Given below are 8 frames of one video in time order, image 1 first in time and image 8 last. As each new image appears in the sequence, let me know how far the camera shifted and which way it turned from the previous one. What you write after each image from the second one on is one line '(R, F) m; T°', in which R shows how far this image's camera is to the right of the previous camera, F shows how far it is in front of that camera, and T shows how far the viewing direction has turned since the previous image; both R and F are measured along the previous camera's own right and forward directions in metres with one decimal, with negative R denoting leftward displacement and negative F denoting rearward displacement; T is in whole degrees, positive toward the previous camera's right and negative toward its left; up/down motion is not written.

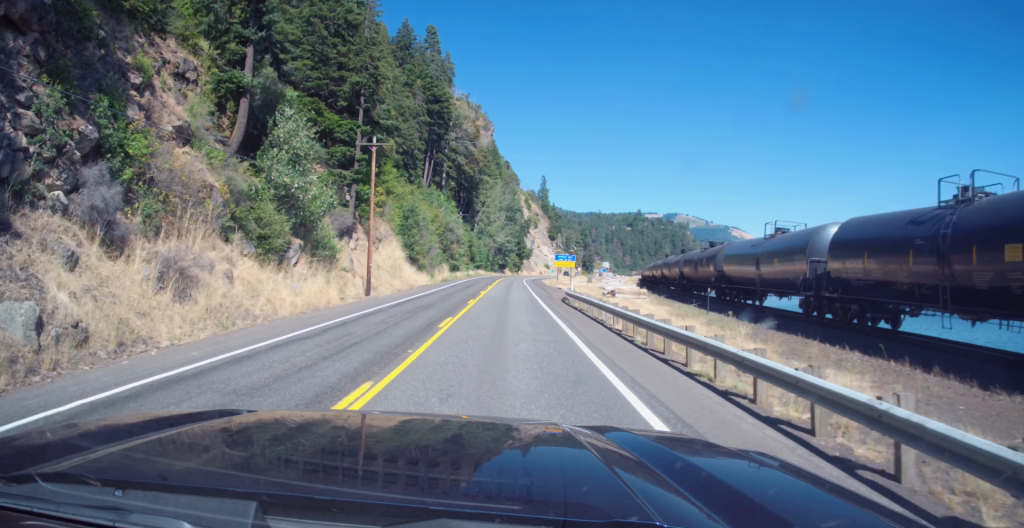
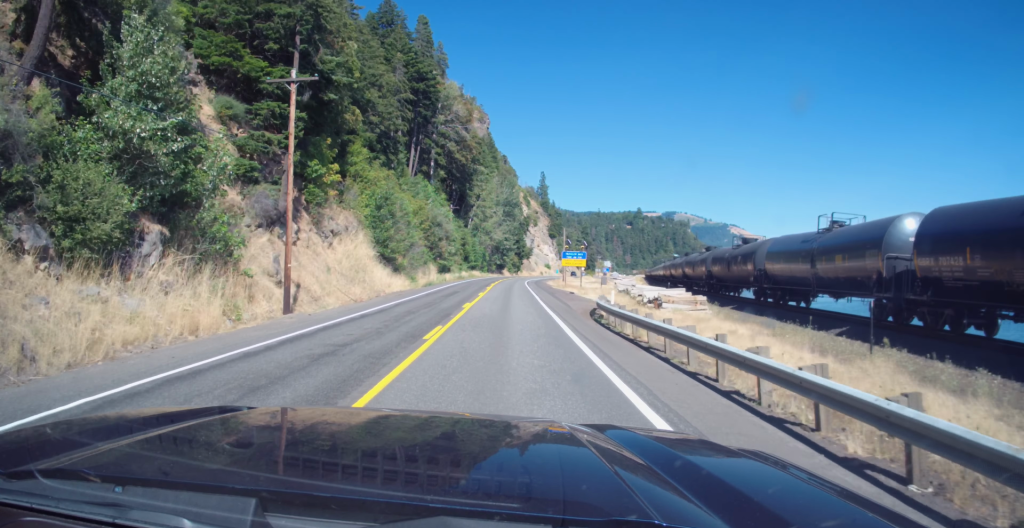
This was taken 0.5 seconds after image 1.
(-0.3, +15.3) m; 0°
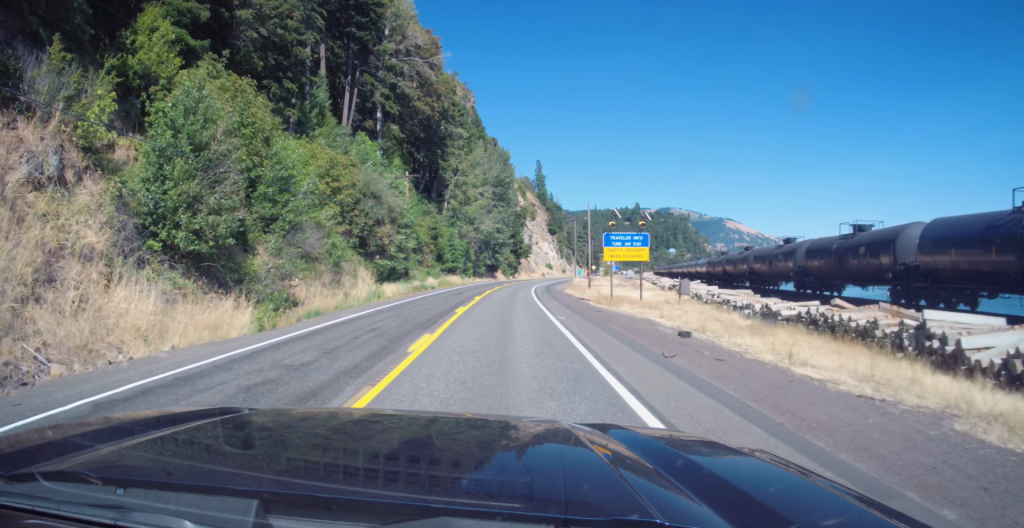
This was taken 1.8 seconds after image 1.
(+0.5, +38.6) m; +1°
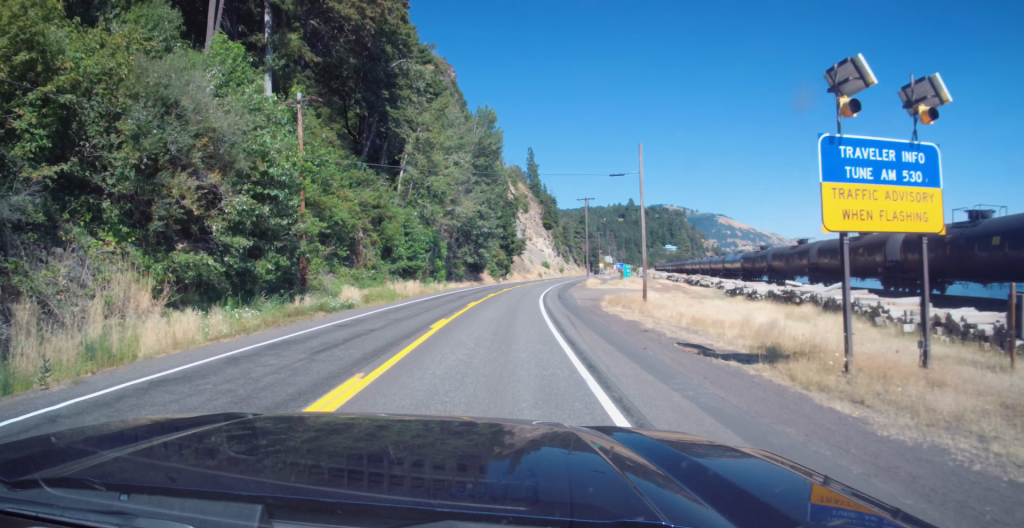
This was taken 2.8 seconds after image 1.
(+0.1, +29.9) m; +1°
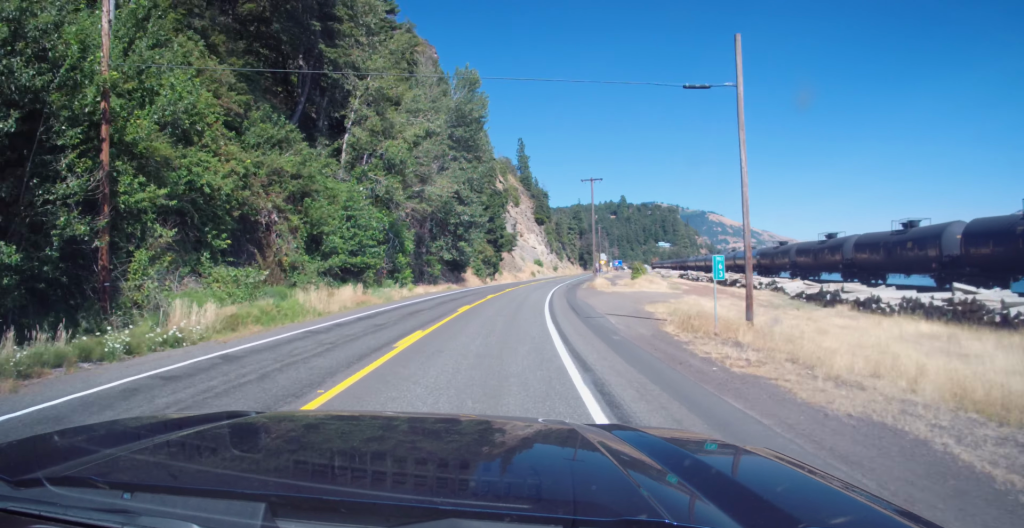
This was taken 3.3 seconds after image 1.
(+0.3, +17.7) m; +1°
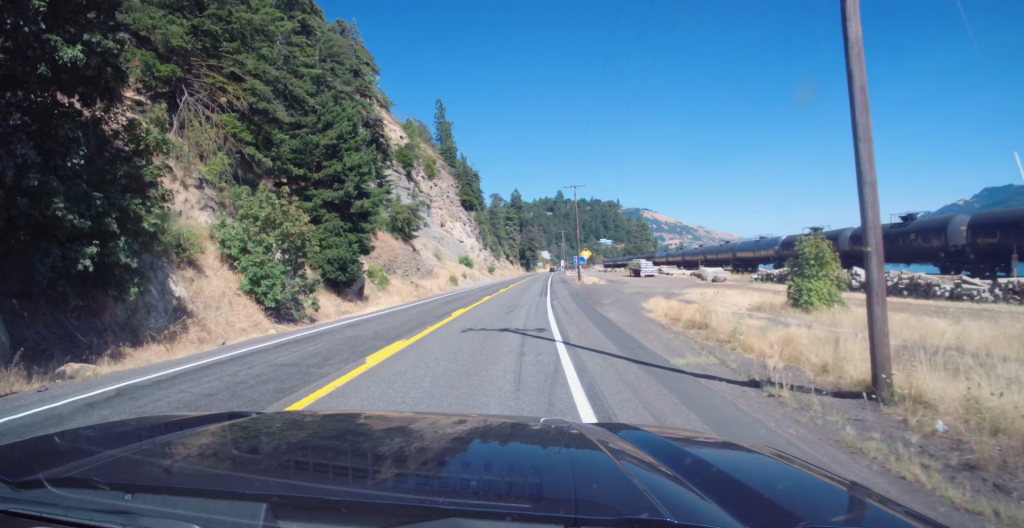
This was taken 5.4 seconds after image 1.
(+2.9, +62.5) m; +6°
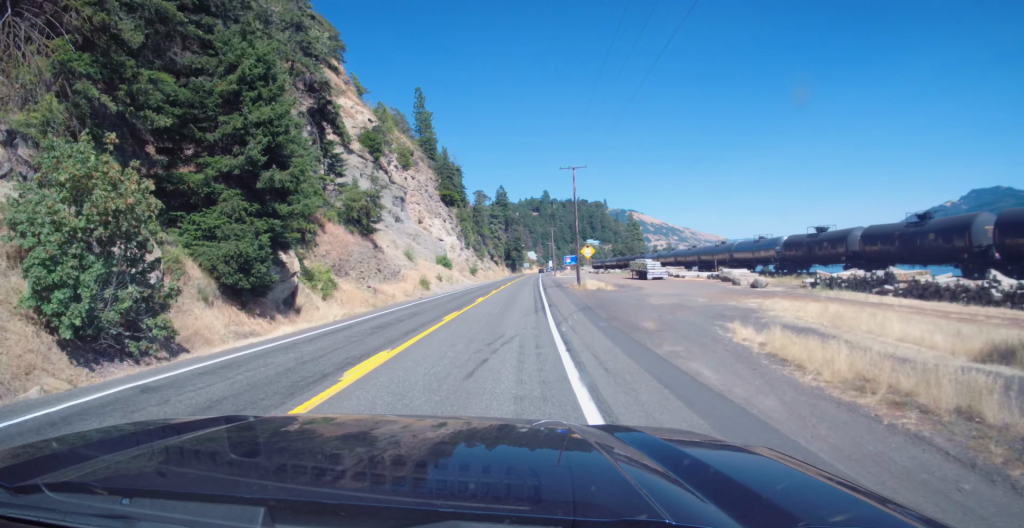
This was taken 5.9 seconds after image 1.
(+0.1, +13.8) m; +1°
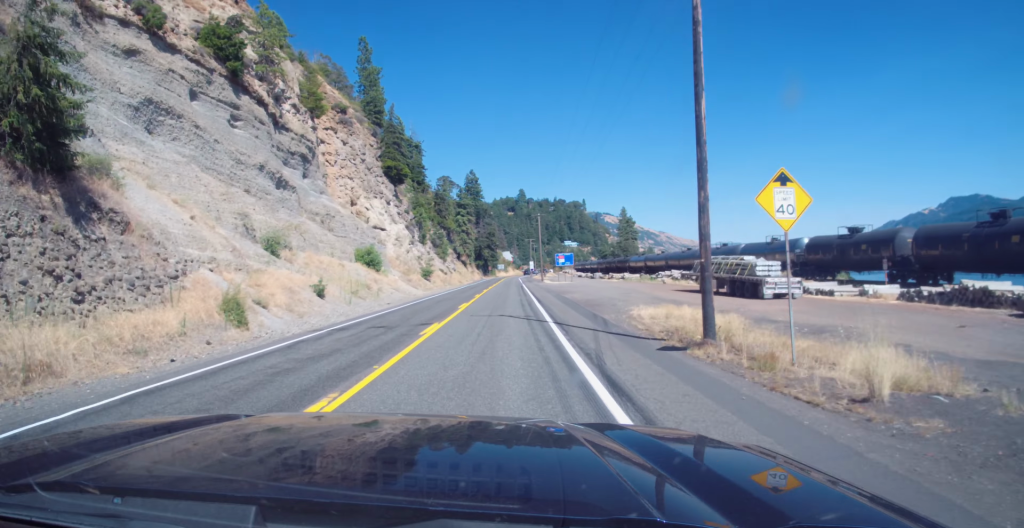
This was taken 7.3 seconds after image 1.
(0.0, +41.7) m; +1°
